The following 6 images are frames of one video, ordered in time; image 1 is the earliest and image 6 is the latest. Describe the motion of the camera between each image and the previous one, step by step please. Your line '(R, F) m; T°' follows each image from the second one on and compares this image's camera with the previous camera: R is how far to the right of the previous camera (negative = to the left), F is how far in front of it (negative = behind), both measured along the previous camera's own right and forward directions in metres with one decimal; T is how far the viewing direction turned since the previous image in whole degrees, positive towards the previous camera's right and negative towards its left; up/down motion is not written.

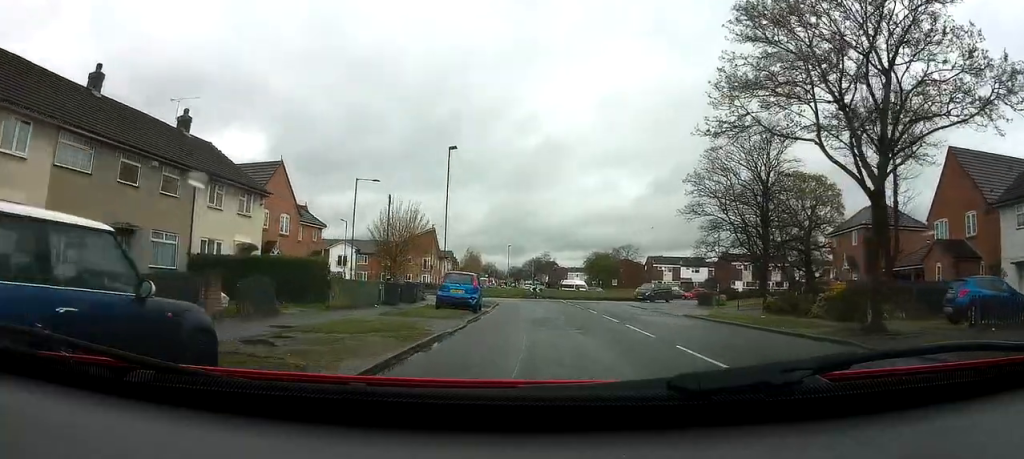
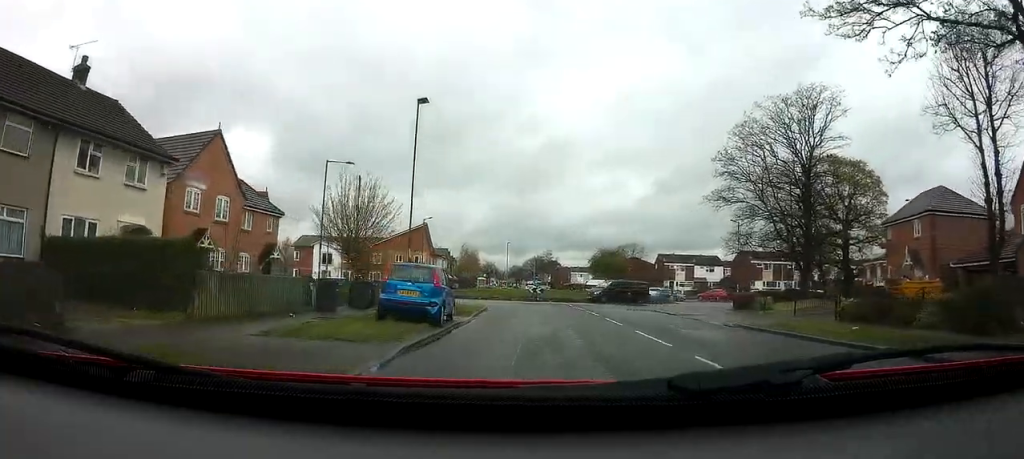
(0.0, +7.4) m; -3°
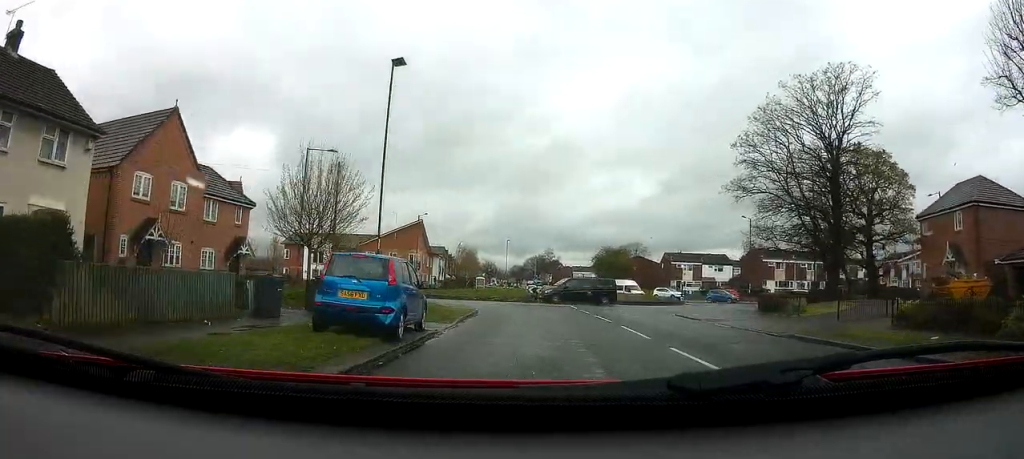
(0.0, +3.9) m; -2°
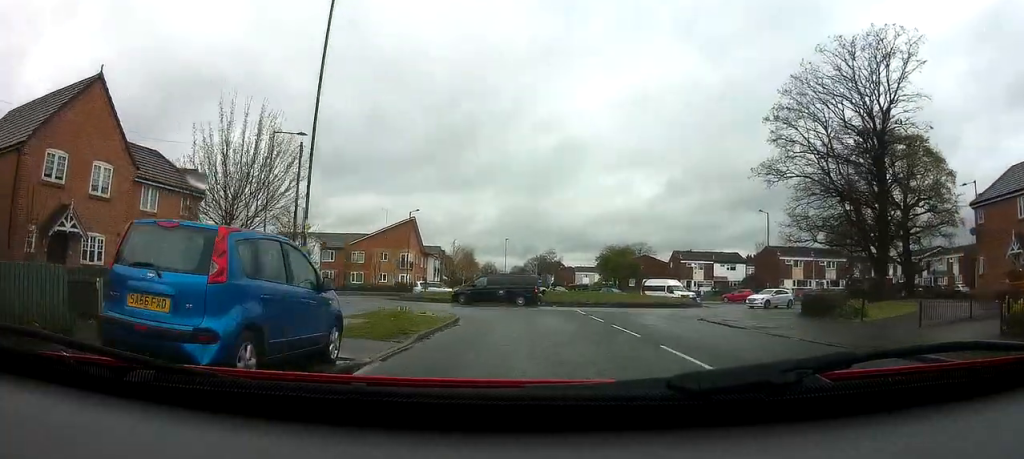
(-0.4, +5.2) m; -1°
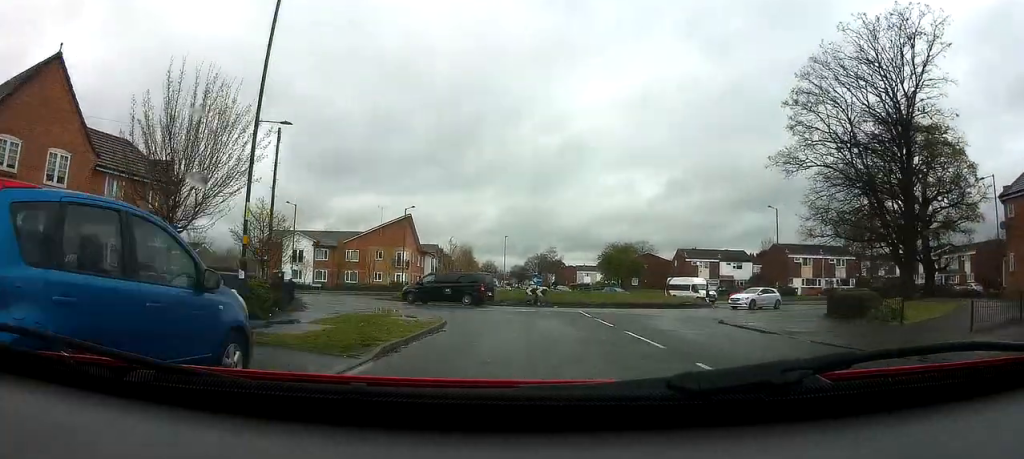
(+0.2, +2.4) m; +4°
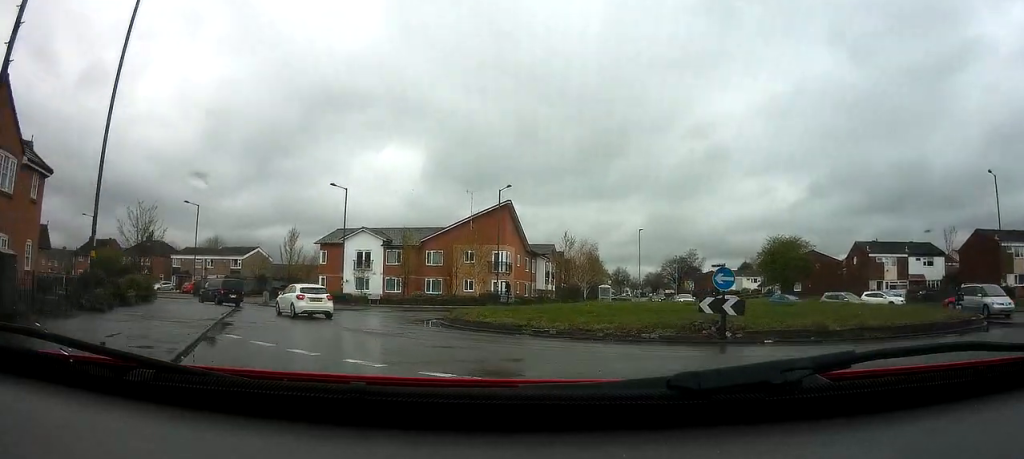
(-0.4, +19.5) m; -11°
